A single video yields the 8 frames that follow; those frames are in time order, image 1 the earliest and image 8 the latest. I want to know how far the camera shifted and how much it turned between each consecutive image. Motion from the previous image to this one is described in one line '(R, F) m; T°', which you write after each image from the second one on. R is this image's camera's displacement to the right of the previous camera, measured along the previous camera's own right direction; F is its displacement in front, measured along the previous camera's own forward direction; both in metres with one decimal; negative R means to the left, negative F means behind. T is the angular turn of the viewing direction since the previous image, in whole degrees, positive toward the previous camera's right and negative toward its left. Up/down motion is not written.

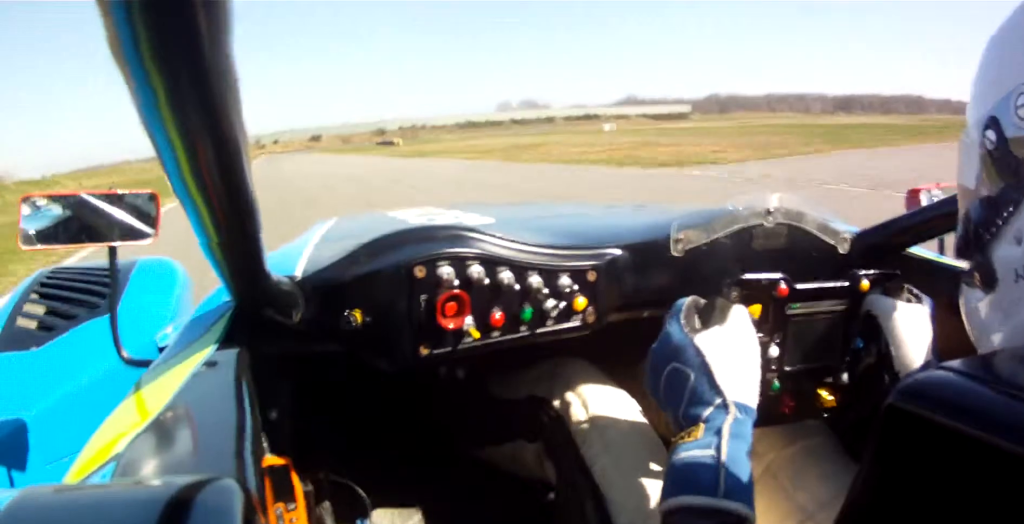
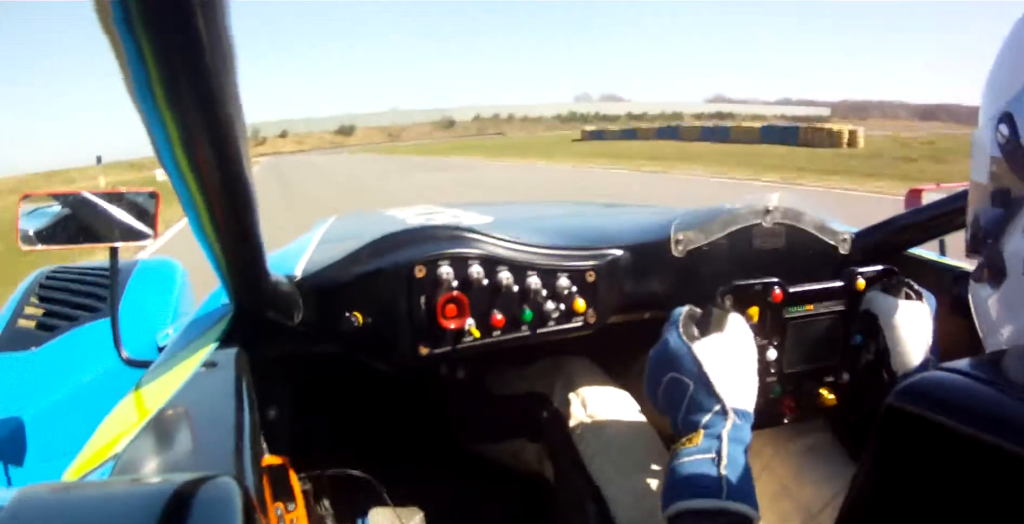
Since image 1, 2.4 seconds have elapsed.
(-0.3, +122.8) m; 0°
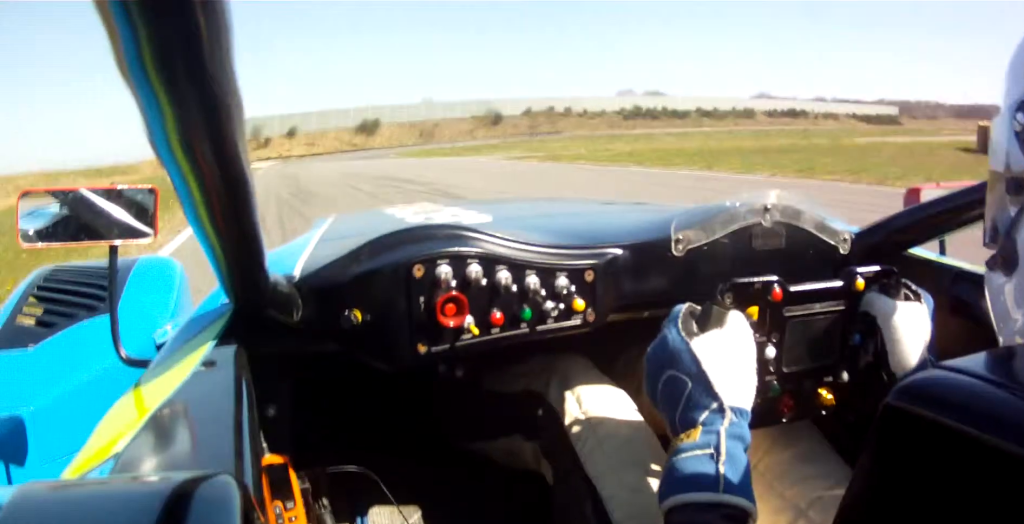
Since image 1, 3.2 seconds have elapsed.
(-0.1, +38.4) m; +1°
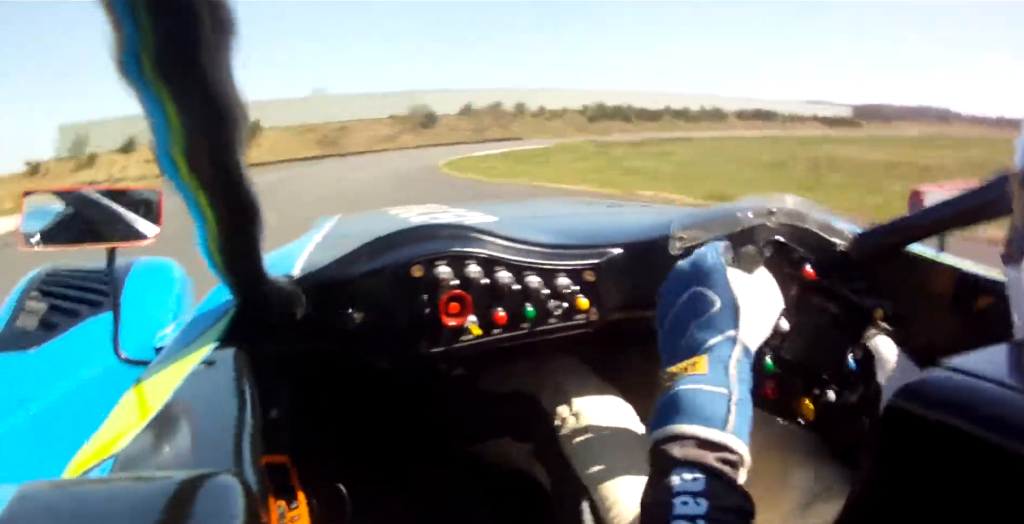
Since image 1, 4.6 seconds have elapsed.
(+2.4, +60.0) m; +9°
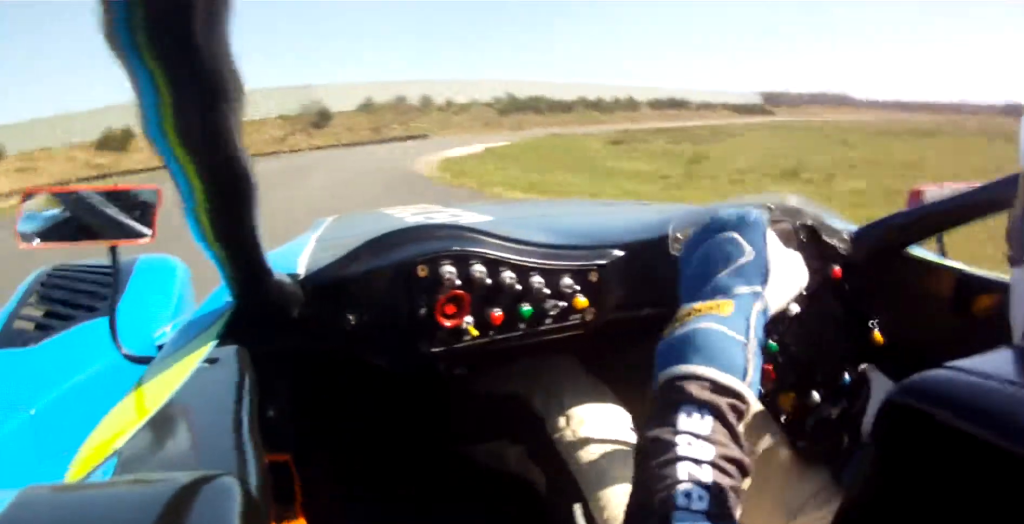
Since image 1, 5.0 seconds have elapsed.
(+0.6, +17.3) m; +10°
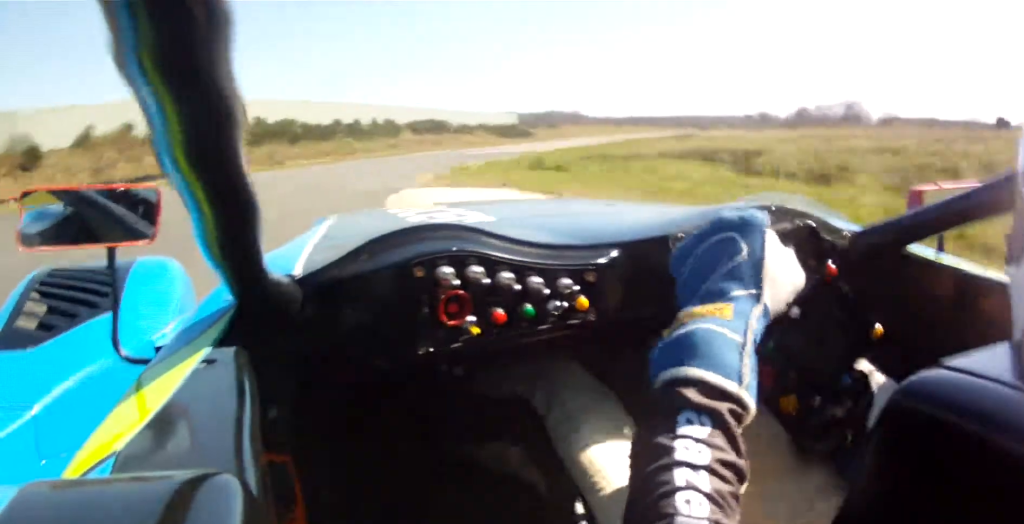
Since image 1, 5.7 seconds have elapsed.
(+2.7, +30.9) m; +19°
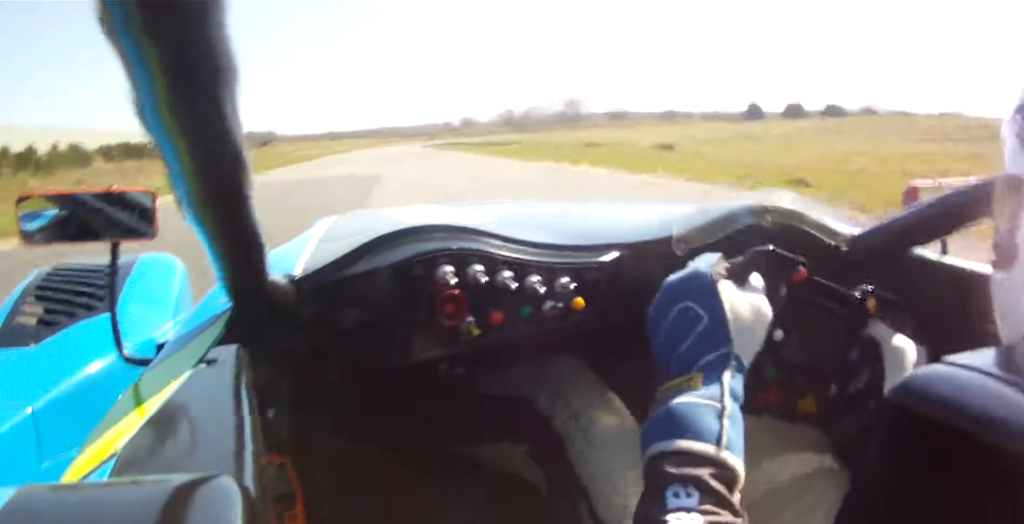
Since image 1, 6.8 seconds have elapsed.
(+13.8, +43.1) m; +23°
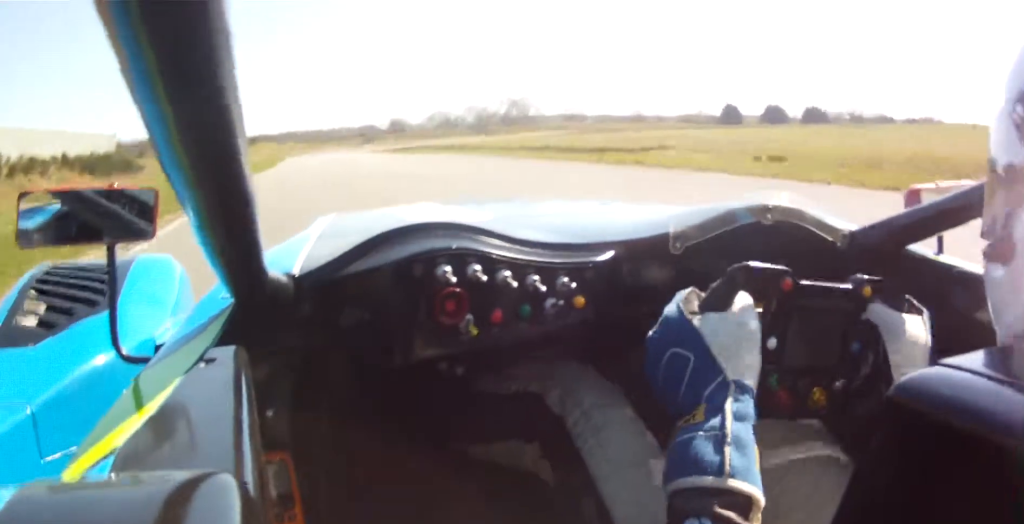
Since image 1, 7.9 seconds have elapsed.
(+4.4, +47.3) m; +6°
